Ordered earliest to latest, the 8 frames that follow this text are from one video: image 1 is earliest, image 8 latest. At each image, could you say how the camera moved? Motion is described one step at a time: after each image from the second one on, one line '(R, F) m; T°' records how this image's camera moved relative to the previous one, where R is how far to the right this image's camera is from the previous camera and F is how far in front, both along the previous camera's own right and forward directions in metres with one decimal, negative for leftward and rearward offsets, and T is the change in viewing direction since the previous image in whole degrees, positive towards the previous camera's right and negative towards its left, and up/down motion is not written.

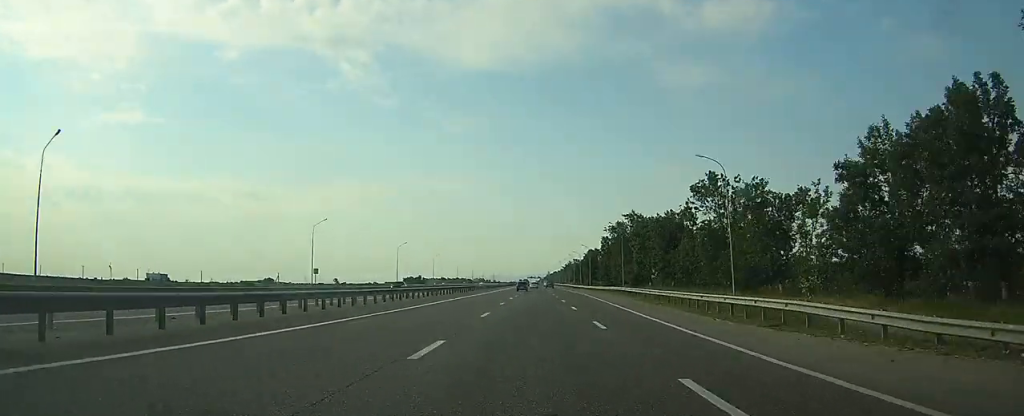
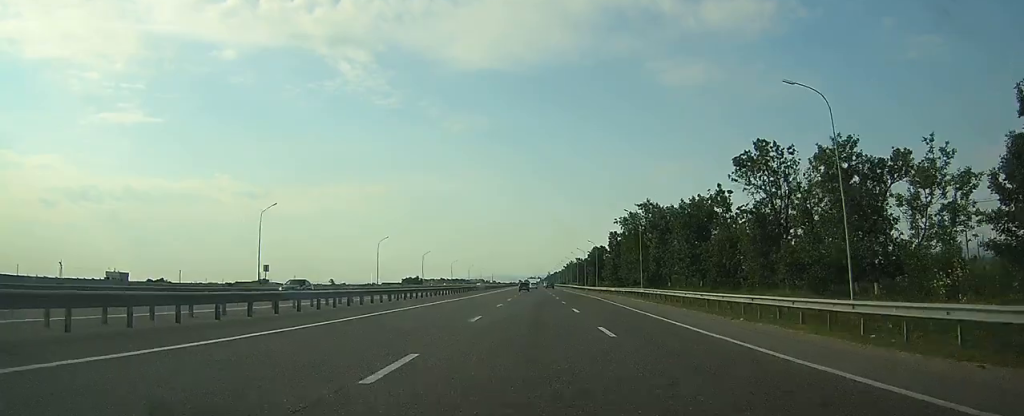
(0.0, +14.3) m; 0°
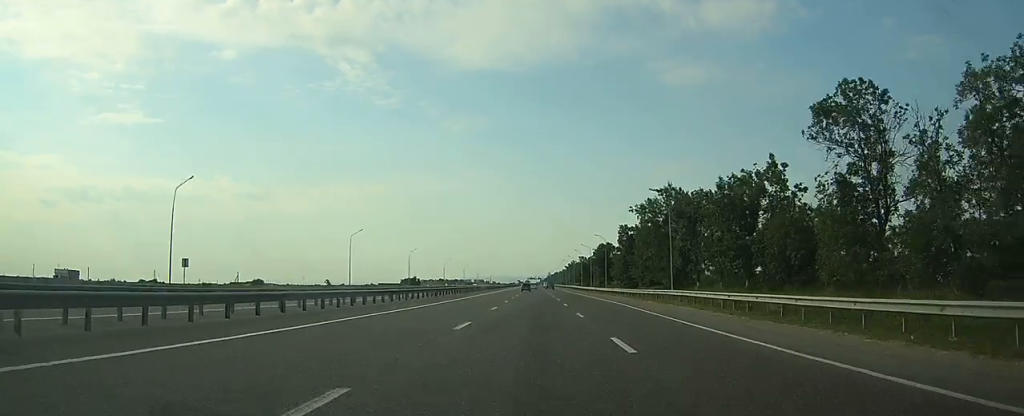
(0.0, +15.2) m; 0°
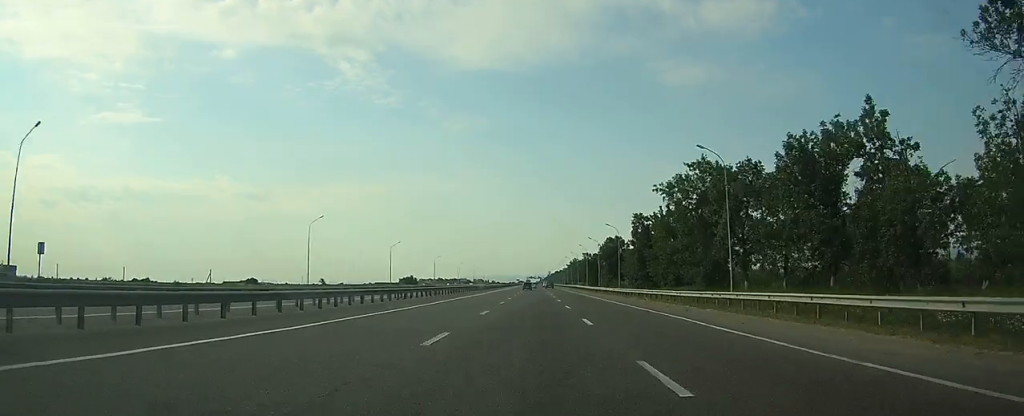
(0.0, +16.0) m; 0°
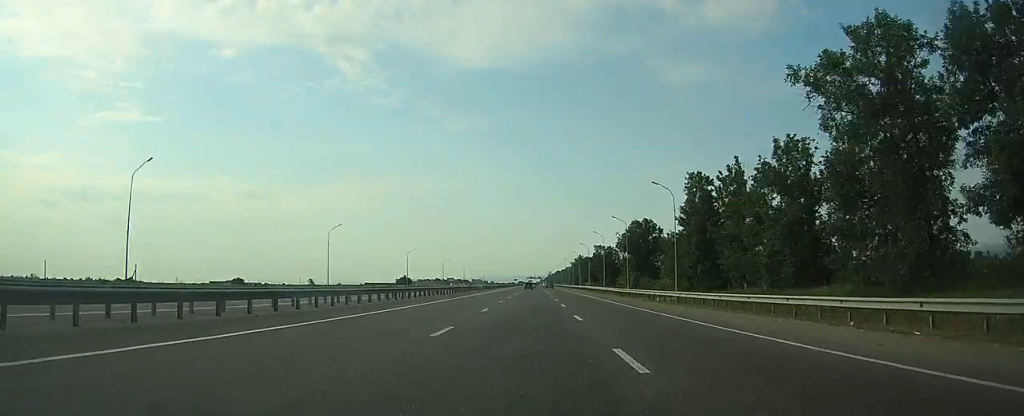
(0.0, +33.9) m; 0°
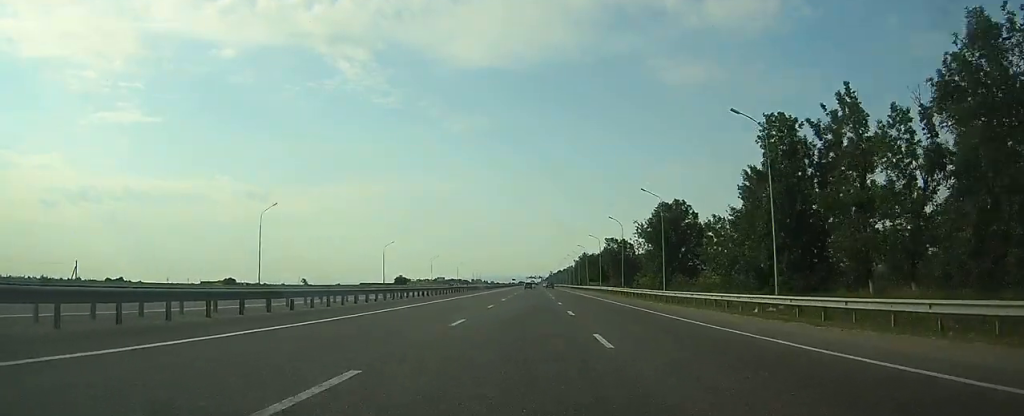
(0.0, +20.4) m; 0°
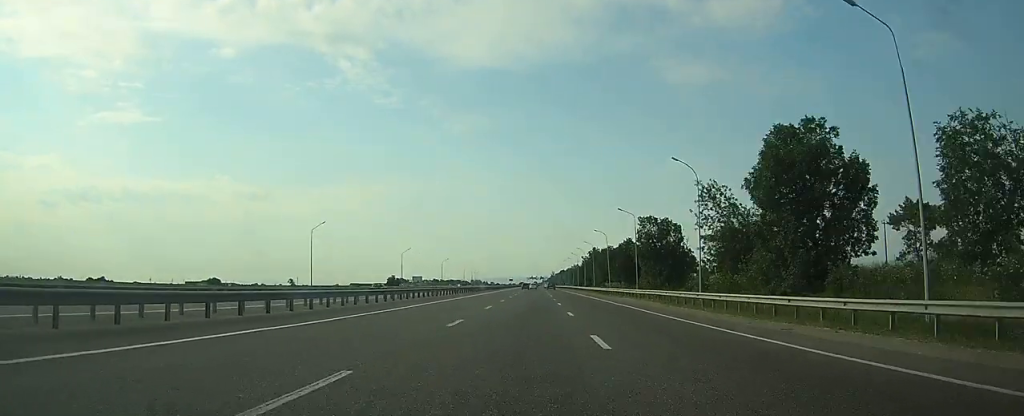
(-0.1, +35.8) m; 0°
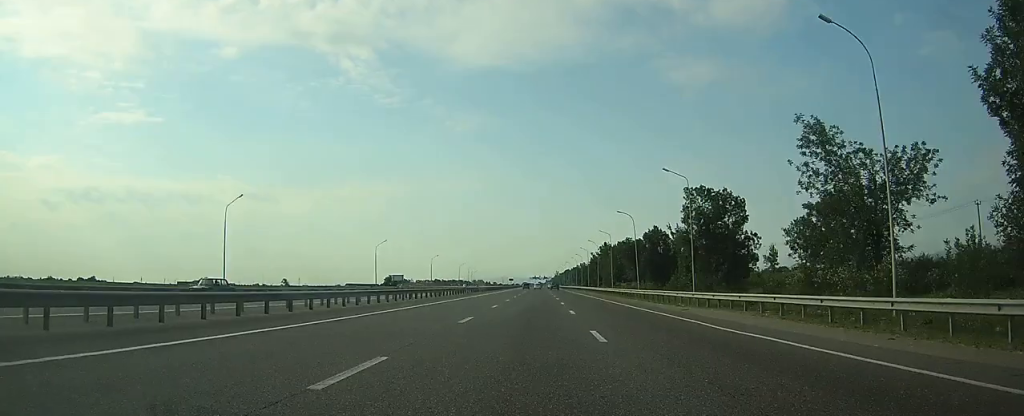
(0.0, +22.2) m; 0°
